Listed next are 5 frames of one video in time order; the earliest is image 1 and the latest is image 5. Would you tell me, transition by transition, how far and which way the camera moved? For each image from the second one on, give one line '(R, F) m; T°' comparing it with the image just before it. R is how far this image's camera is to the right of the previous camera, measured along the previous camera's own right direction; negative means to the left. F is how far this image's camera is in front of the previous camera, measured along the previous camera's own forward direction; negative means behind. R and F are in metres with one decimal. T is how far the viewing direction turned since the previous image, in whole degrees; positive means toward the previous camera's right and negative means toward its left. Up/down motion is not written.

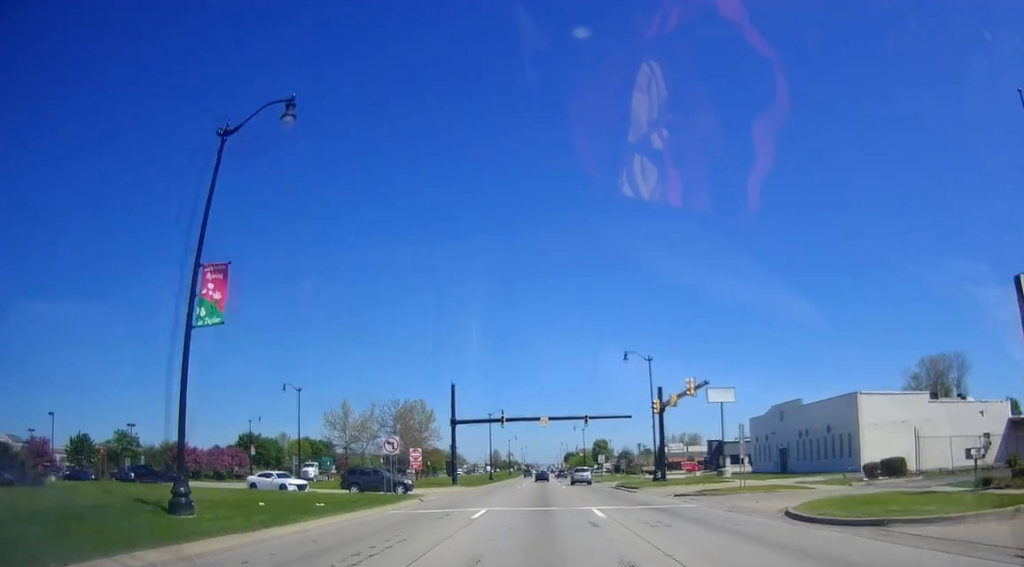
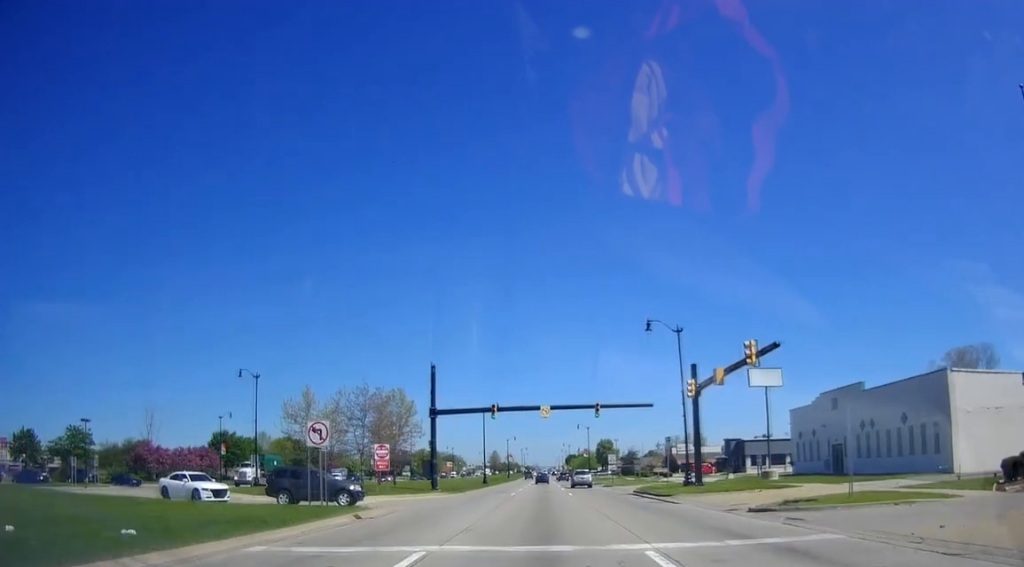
(-0.5, +11.4) m; 0°
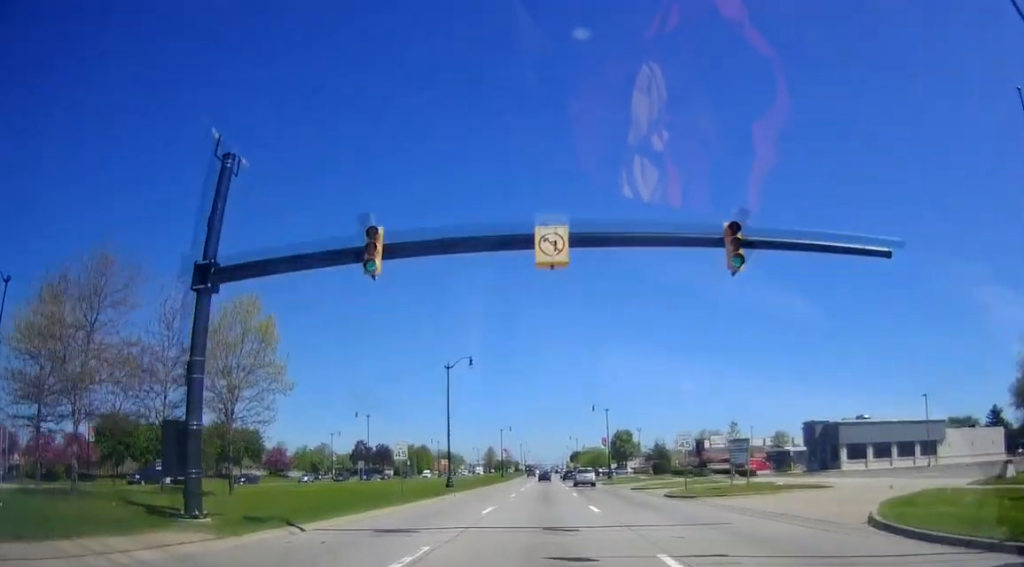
(+0.3, +34.2) m; 0°
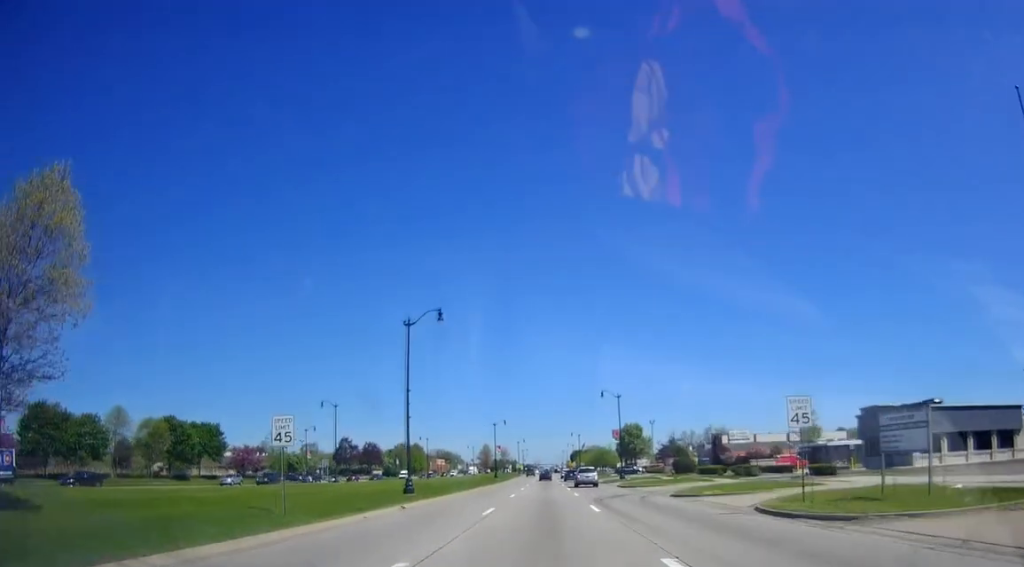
(-0.3, +15.7) m; 0°
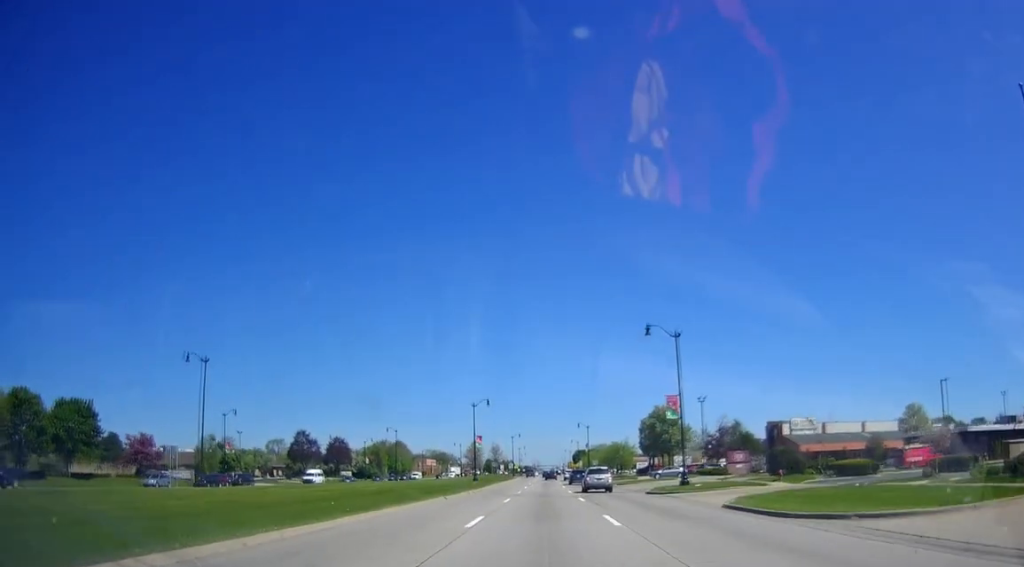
(+0.6, +35.6) m; +1°
